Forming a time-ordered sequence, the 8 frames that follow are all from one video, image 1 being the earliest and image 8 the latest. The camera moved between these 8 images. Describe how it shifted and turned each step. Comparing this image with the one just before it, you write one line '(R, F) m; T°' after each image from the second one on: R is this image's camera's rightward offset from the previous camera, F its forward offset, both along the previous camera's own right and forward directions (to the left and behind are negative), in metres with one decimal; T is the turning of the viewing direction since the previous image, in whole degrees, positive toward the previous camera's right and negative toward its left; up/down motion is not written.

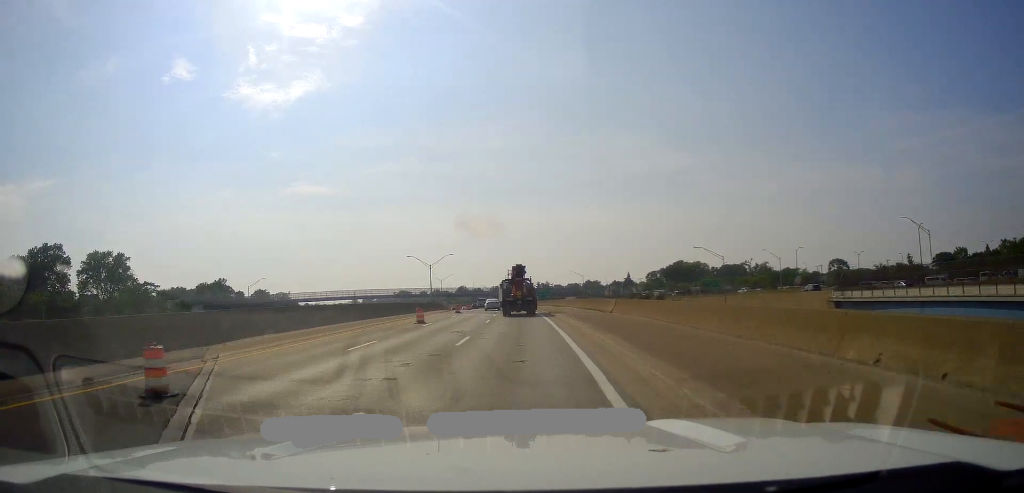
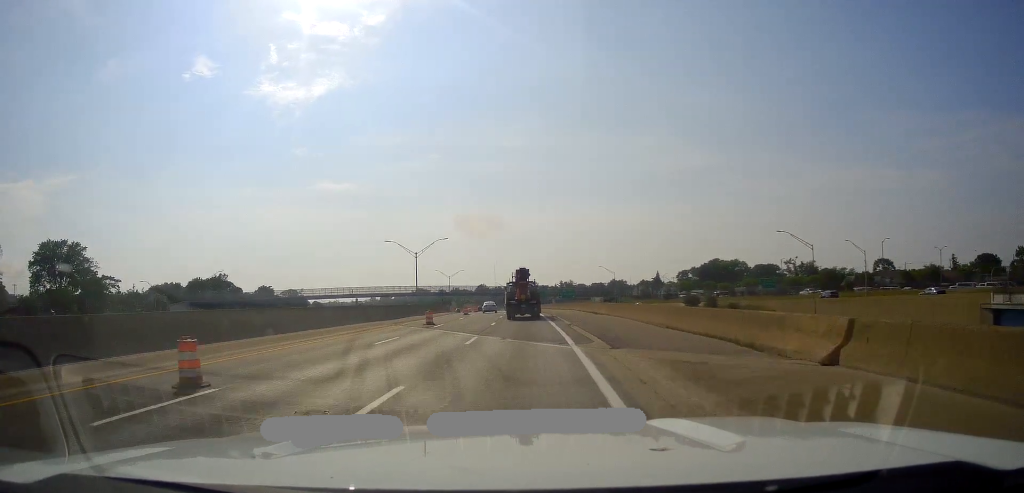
(-0.5, +28.0) m; -2°
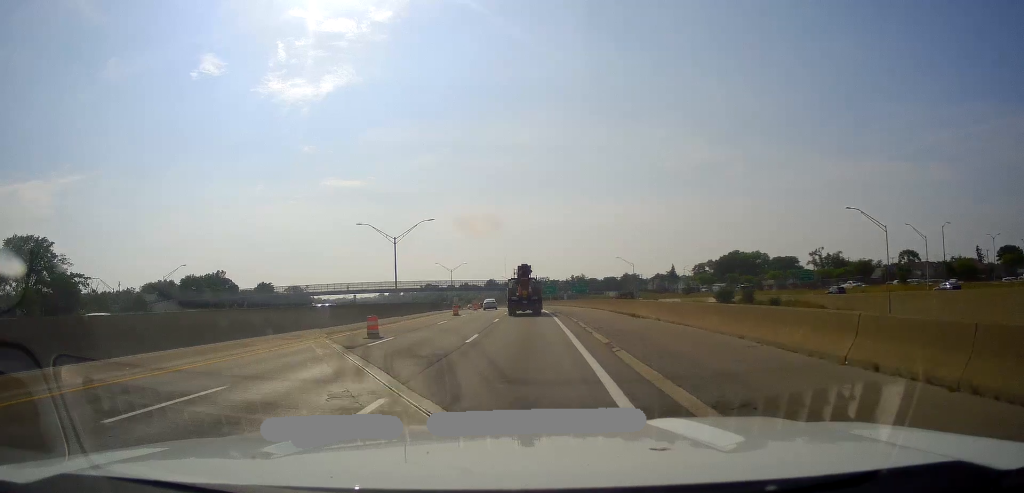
(-0.2, +15.7) m; -1°
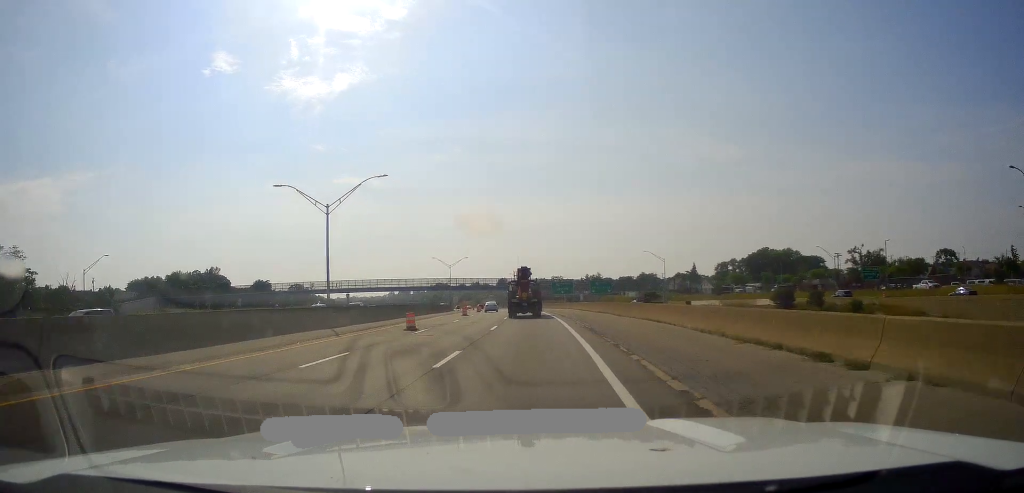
(0.0, +22.7) m; -2°
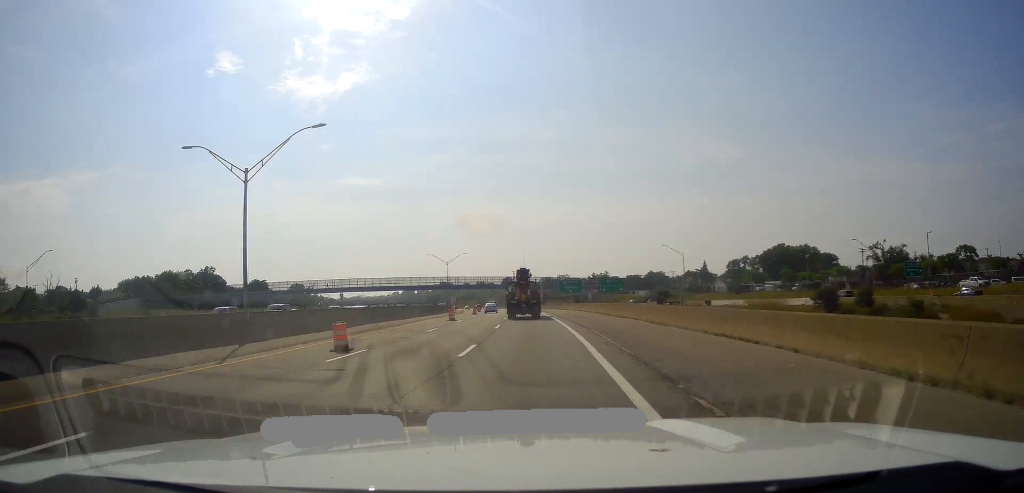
(-0.2, +12.3) m; -1°
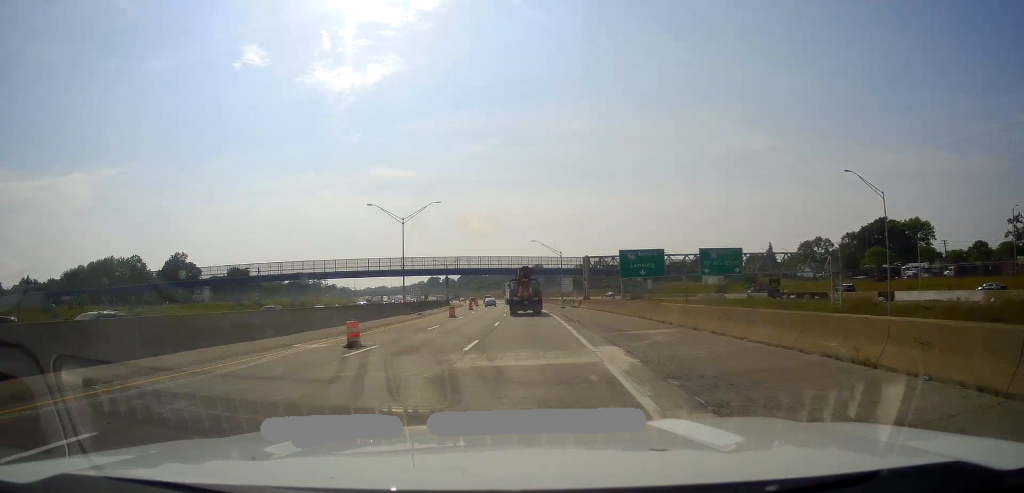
(-1.0, +60.9) m; -3°
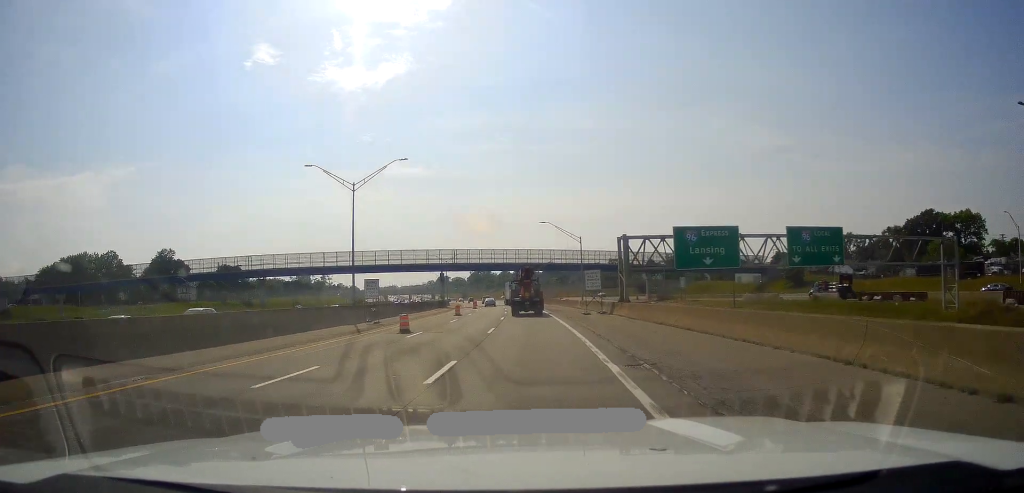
(-0.4, +21.2) m; -2°
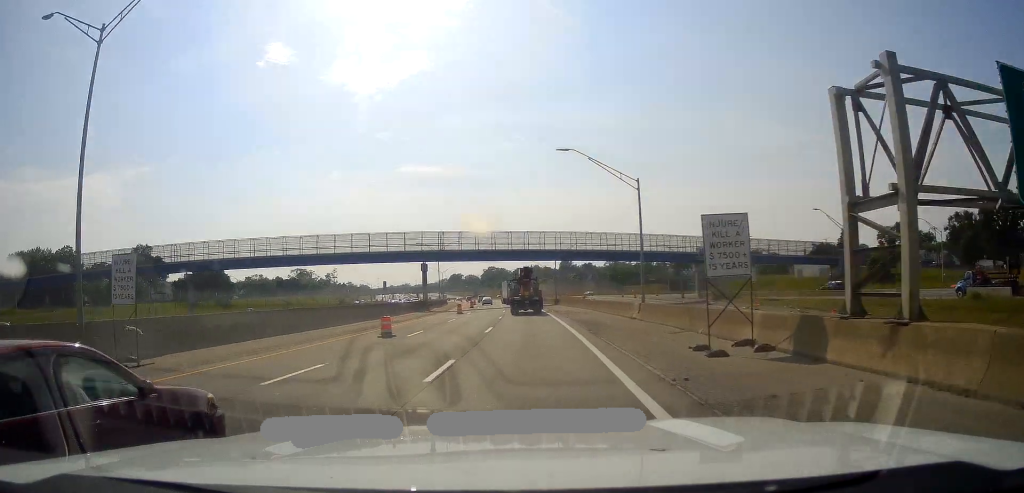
(-0.4, +30.4) m; -1°
